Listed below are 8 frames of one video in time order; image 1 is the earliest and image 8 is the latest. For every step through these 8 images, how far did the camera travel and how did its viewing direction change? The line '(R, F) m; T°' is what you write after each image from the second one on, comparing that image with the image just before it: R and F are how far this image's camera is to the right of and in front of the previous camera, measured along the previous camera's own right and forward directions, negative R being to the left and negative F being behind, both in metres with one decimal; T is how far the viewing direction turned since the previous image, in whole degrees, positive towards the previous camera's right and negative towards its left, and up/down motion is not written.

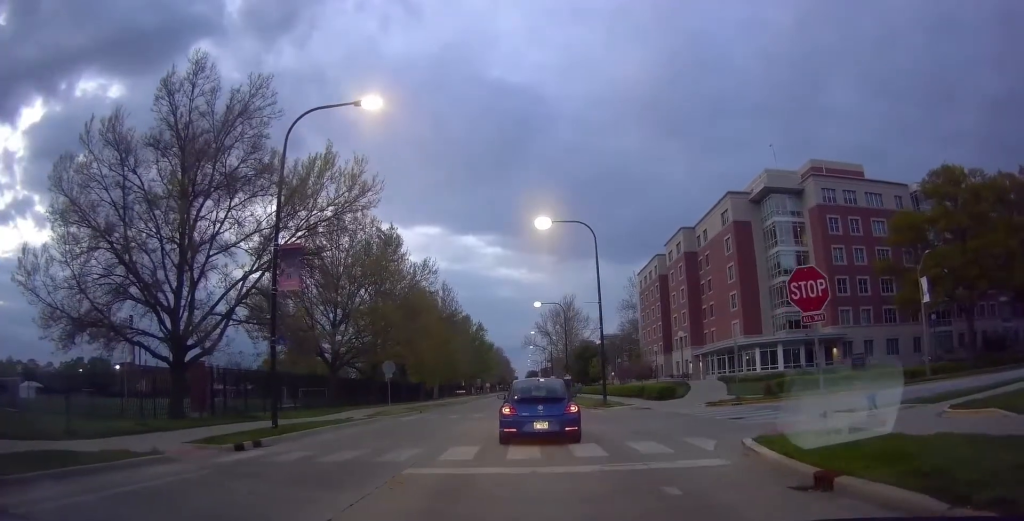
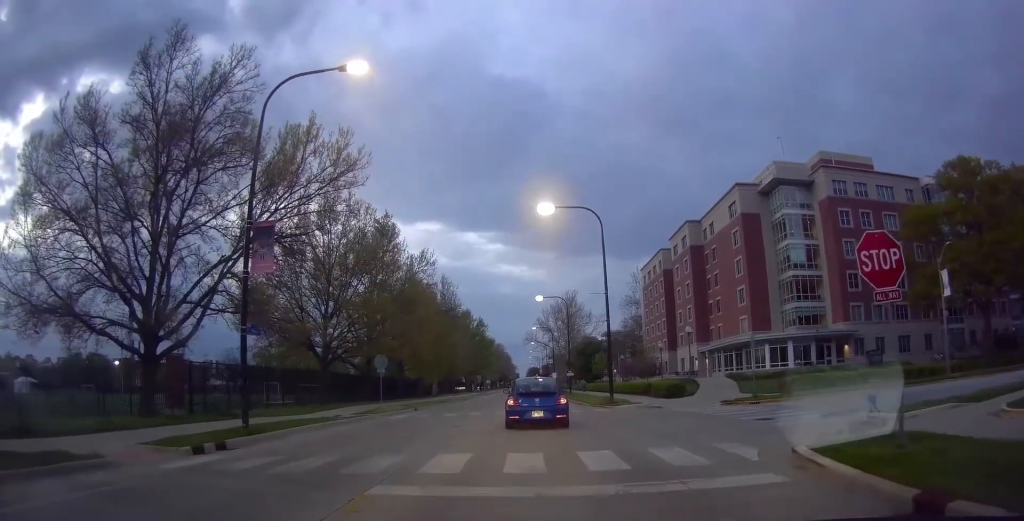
(0.0, +1.9) m; 0°
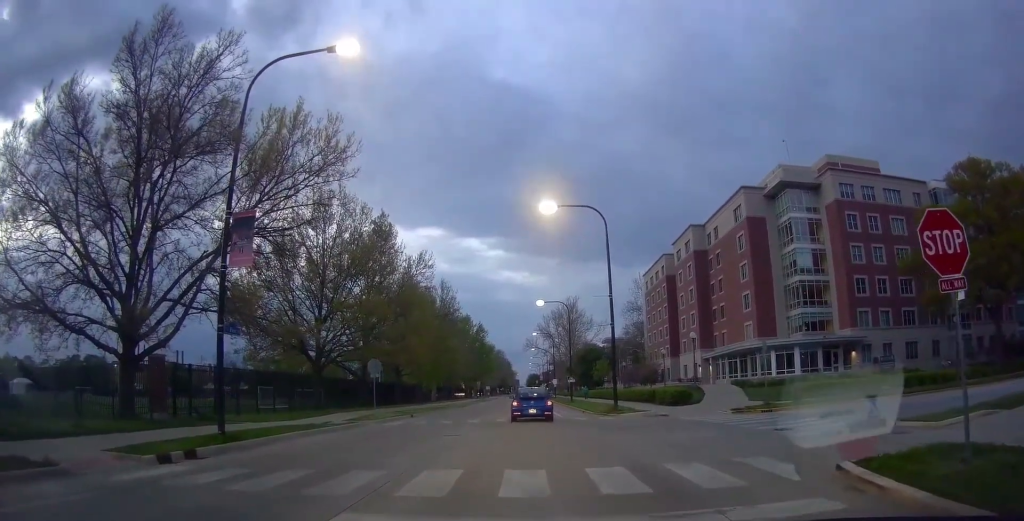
(0.0, +1.8) m; 0°
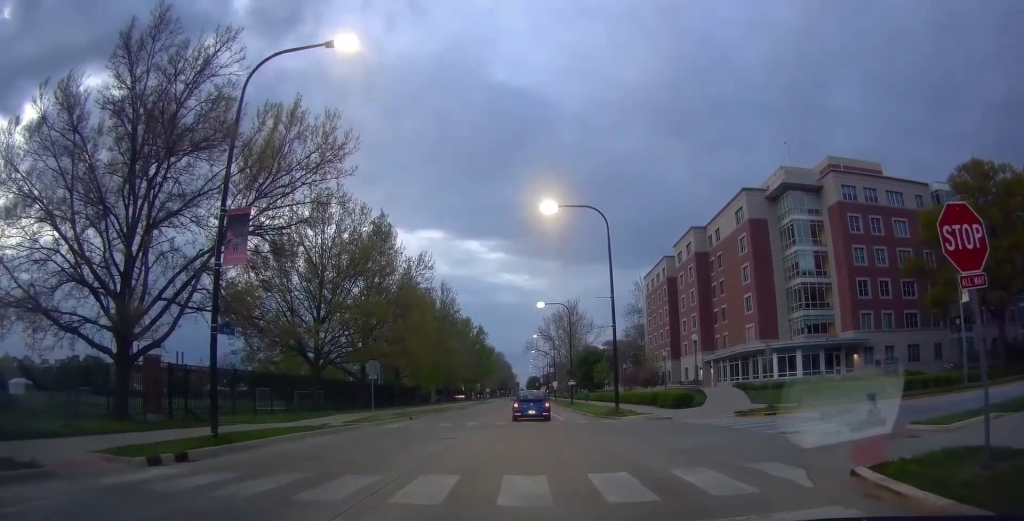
(0.0, +0.4) m; 0°
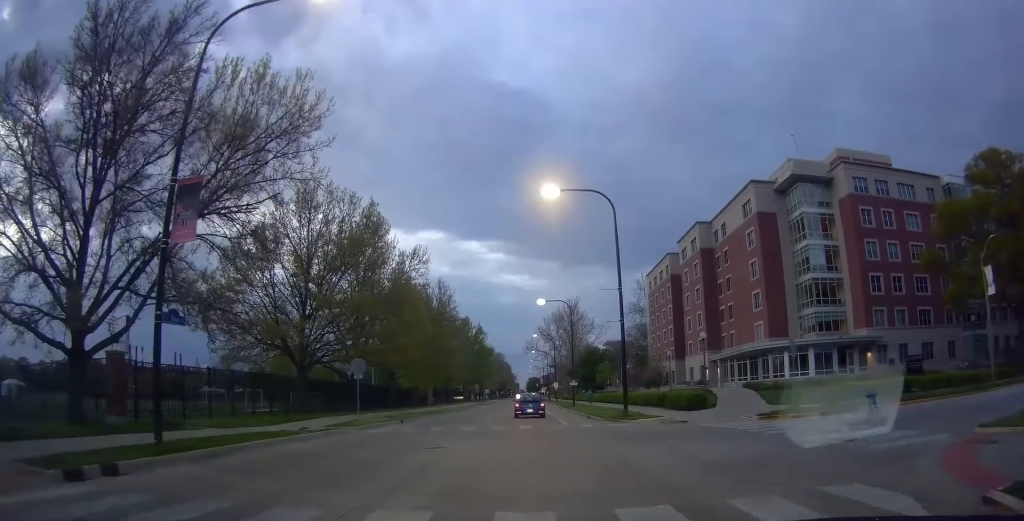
(0.0, +1.6) m; 0°
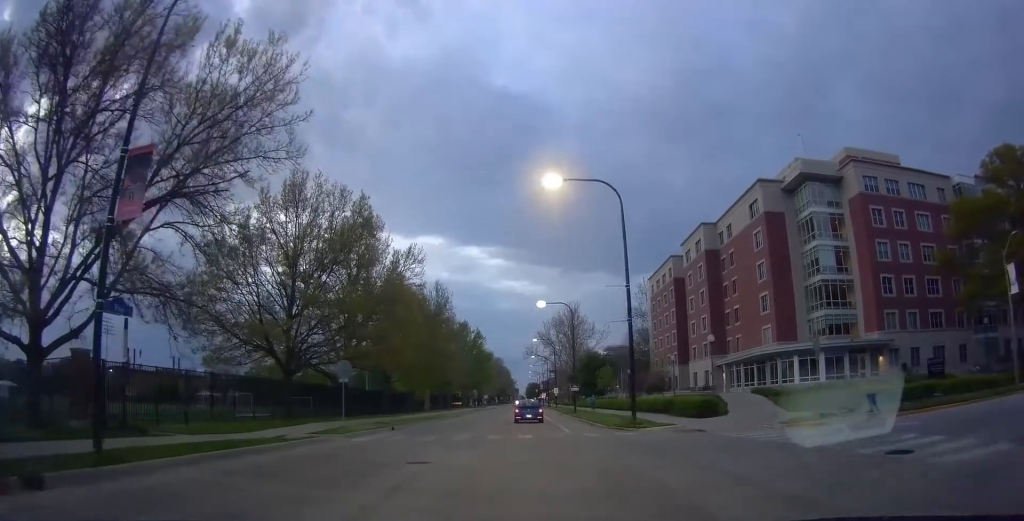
(0.0, +1.8) m; 0°
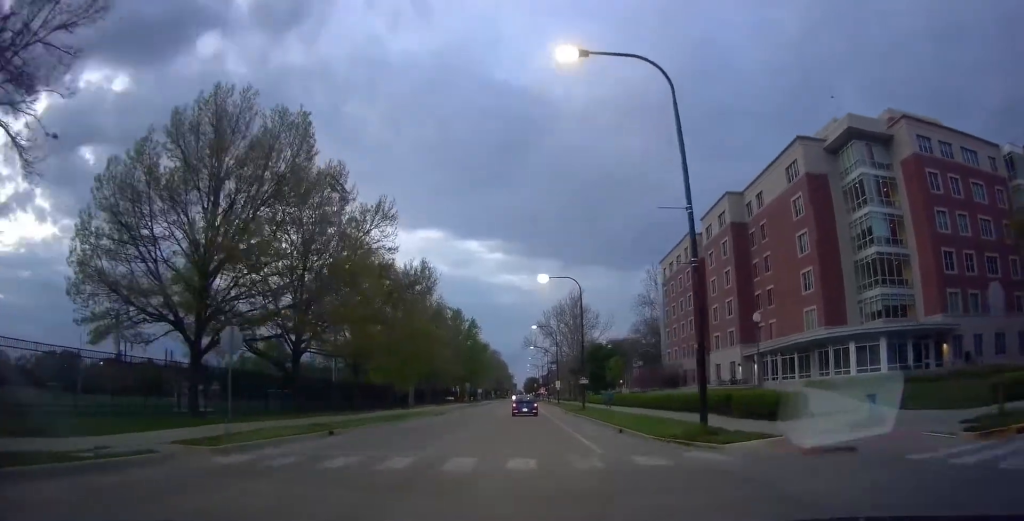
(0.0, +8.1) m; -1°
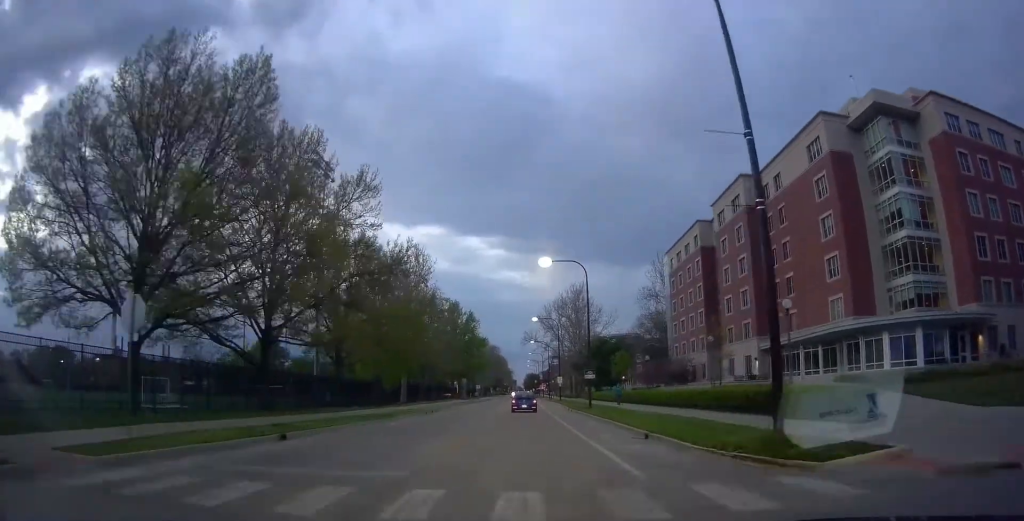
(0.0, +3.8) m; -2°
